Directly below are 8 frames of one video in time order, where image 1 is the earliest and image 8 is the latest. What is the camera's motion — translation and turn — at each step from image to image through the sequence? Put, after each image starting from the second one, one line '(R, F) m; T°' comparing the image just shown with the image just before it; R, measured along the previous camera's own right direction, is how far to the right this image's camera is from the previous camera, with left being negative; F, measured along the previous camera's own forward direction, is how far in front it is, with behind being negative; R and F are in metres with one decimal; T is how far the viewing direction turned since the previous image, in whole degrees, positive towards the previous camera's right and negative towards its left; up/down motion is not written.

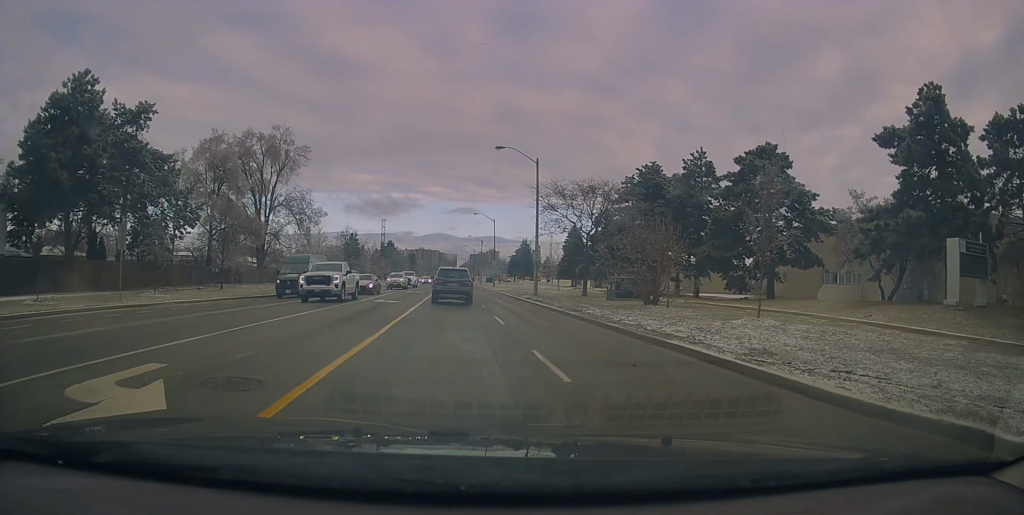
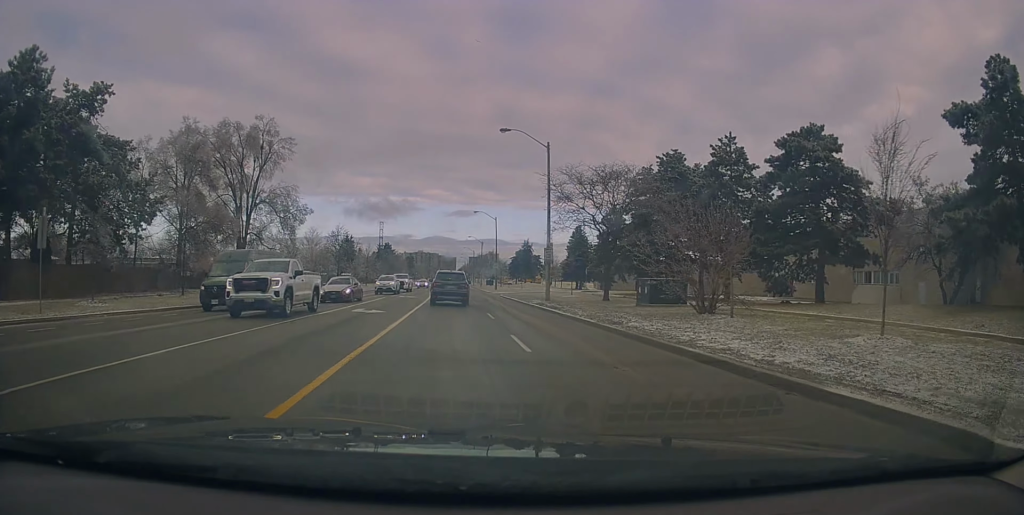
(0.0, +5.3) m; 0°
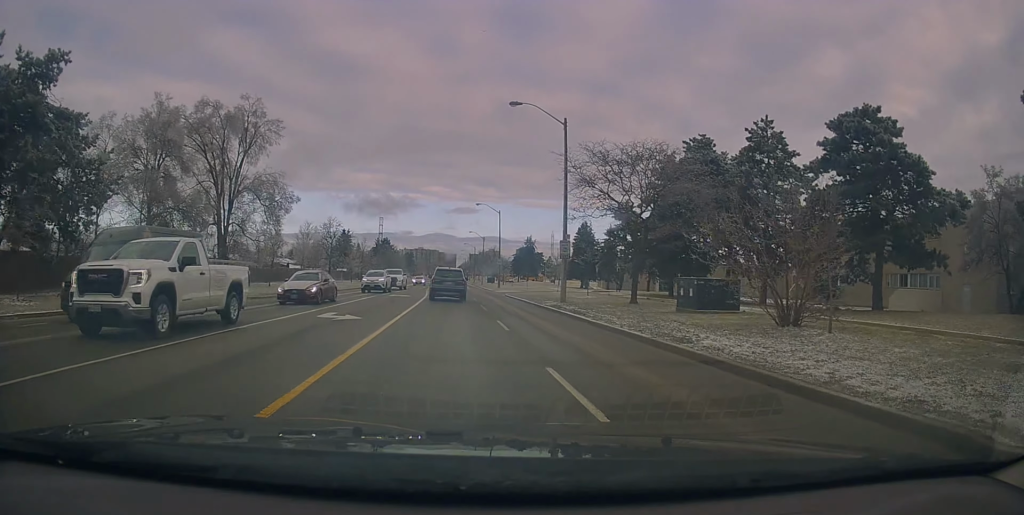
(+0.1, +5.1) m; -1°
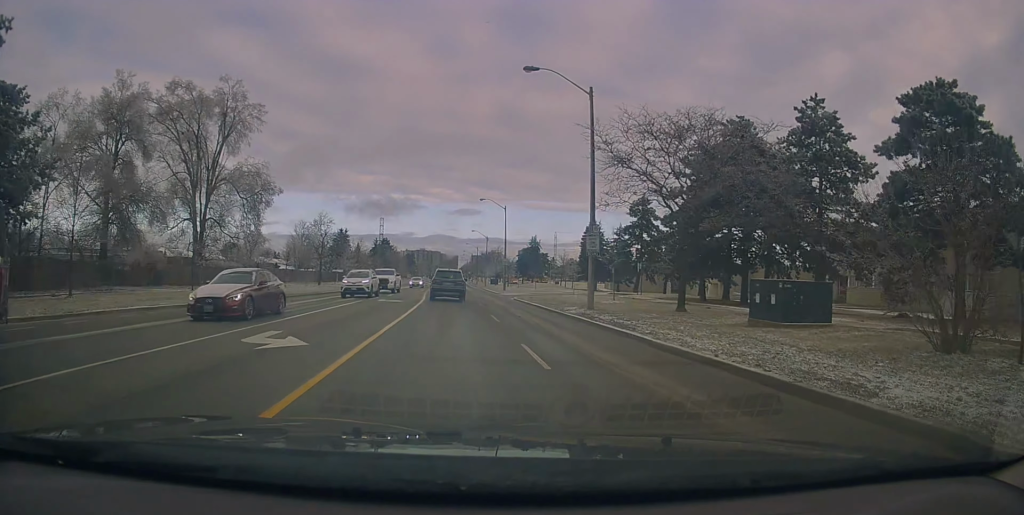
(-0.1, +5.6) m; -1°
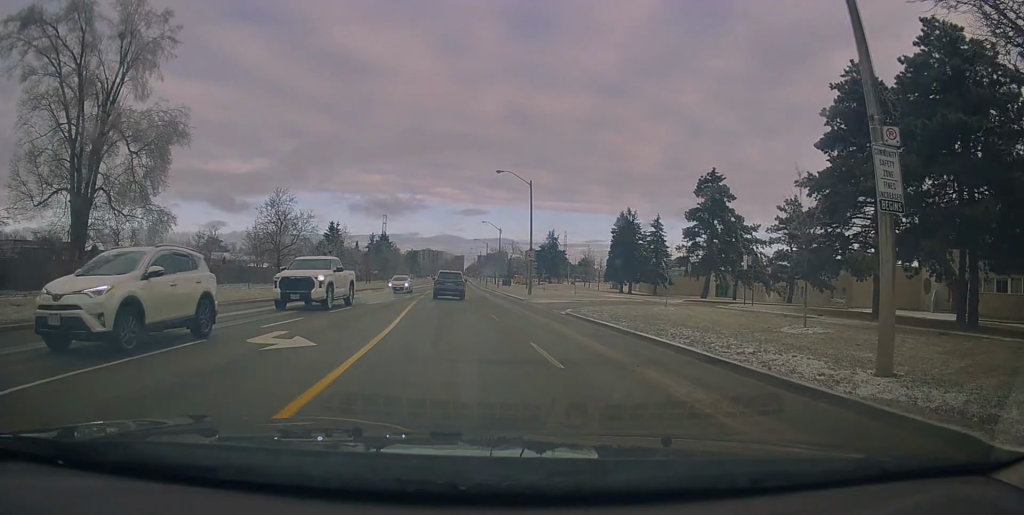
(-0.6, +17.1) m; -2°
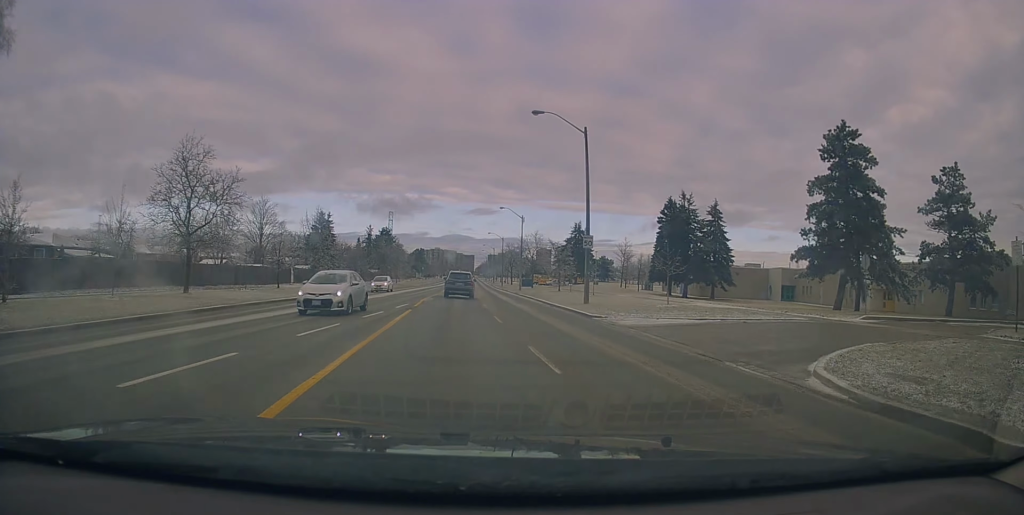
(+0.1, +17.9) m; +1°
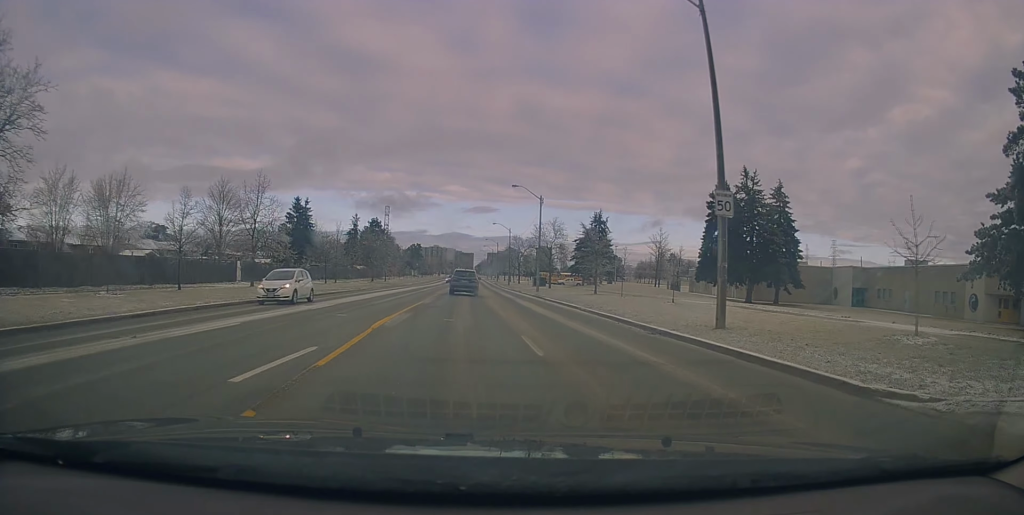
(+0.1, +16.4) m; -1°
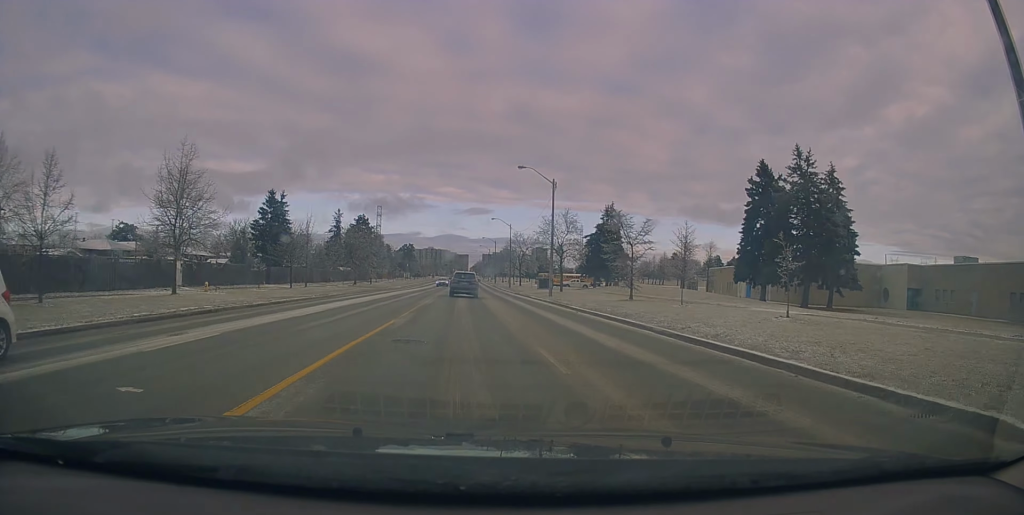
(-0.6, +10.9) m; +1°
